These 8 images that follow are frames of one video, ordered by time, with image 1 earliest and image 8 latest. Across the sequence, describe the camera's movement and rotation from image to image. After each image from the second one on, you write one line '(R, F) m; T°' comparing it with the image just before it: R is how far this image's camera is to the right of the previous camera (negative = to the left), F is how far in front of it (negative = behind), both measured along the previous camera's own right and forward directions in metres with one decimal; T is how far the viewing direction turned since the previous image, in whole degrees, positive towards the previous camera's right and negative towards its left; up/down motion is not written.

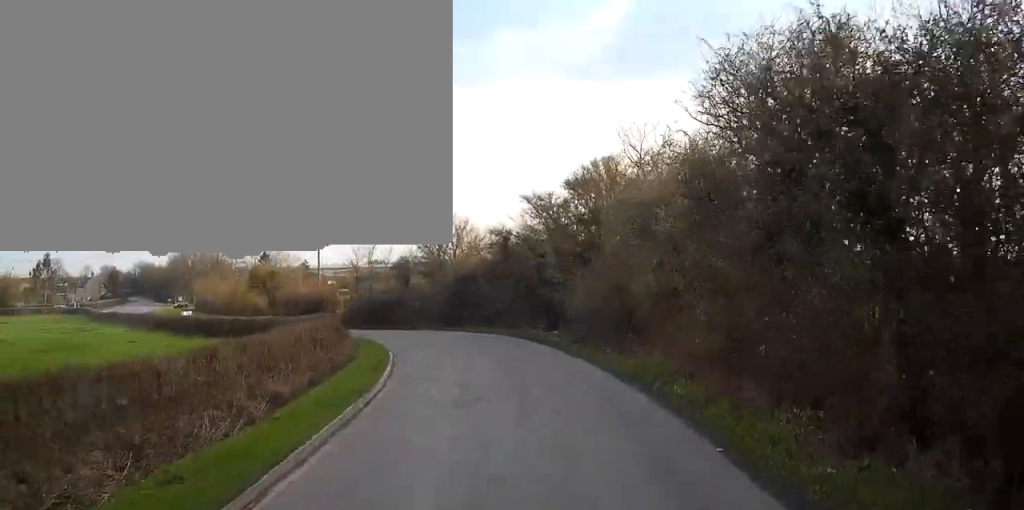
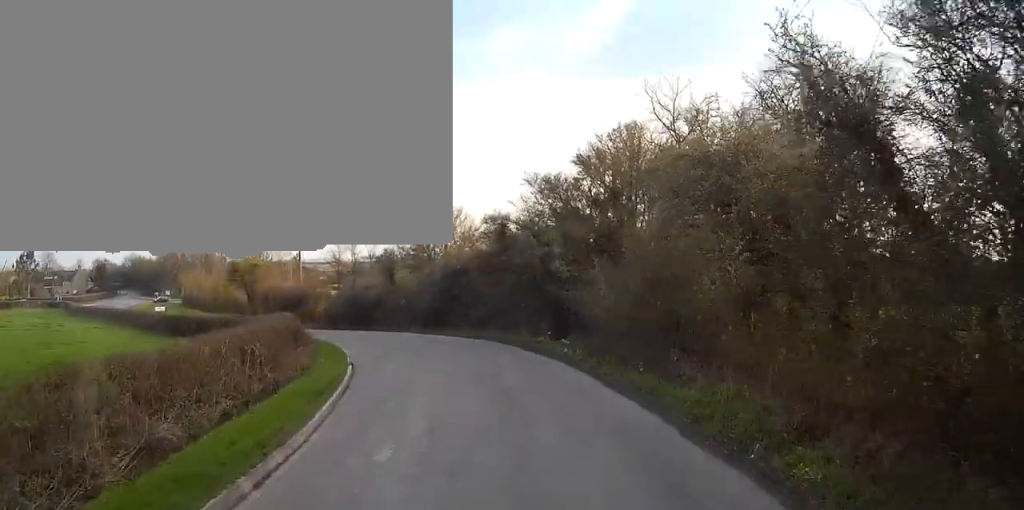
(+0.1, +6.0) m; 0°
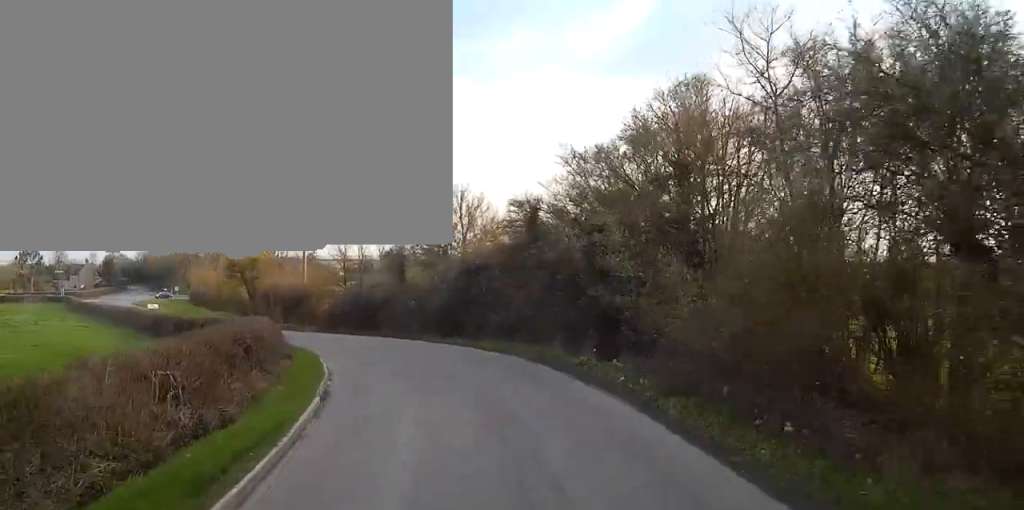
(0.0, +5.8) m; -1°
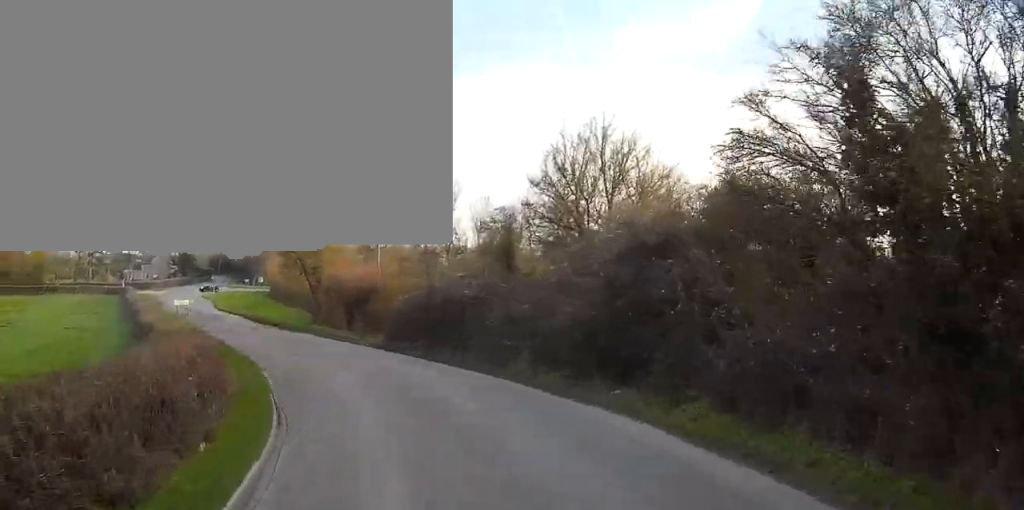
(-0.6, +15.3) m; -9°
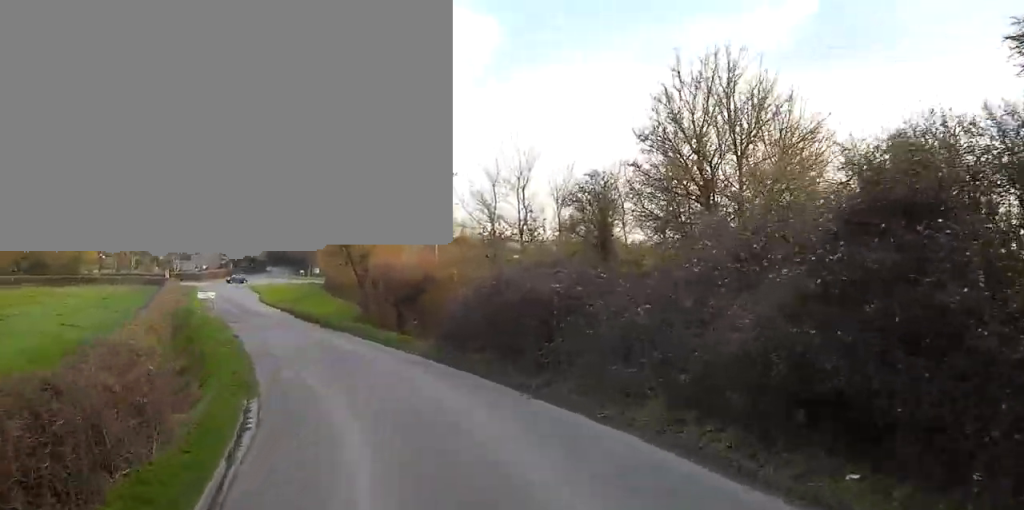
(-0.6, +7.2) m; -4°
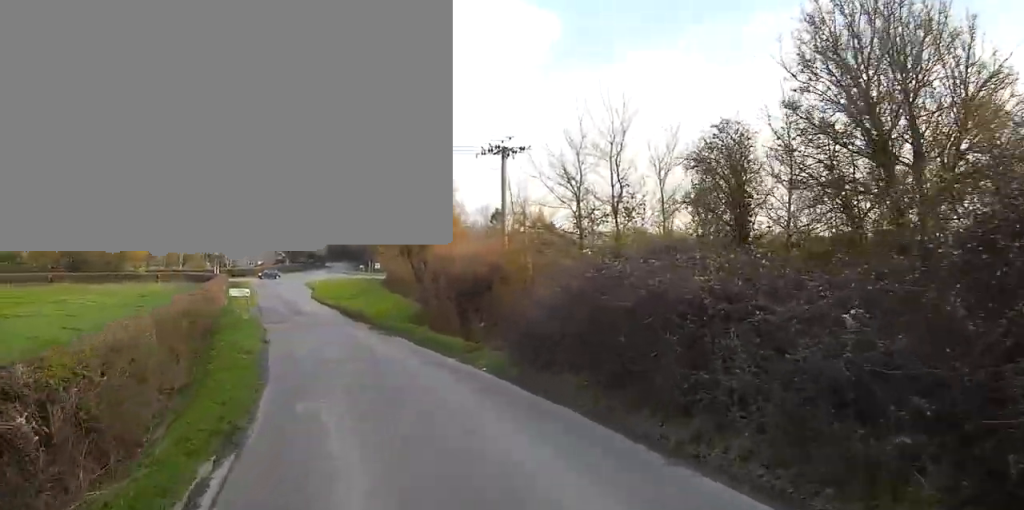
(-0.3, +5.8) m; -3°
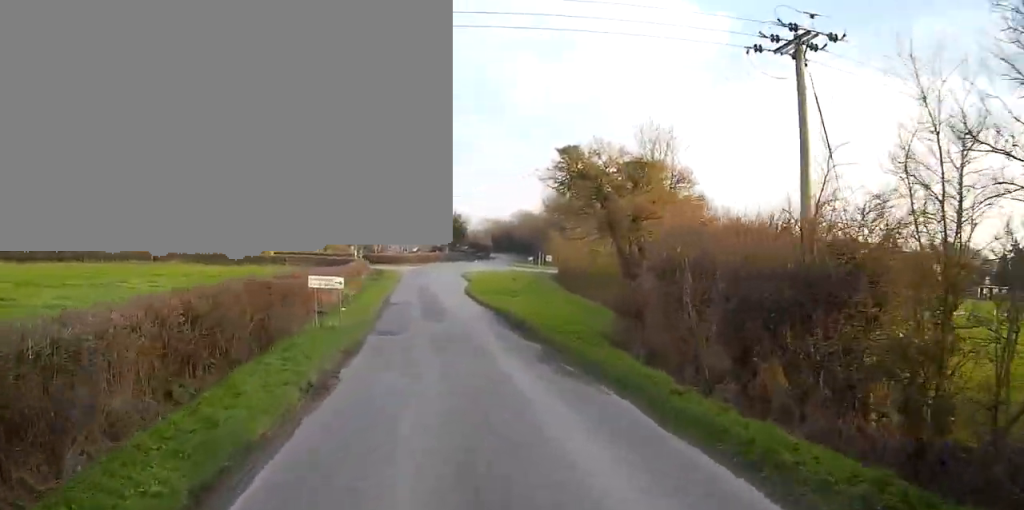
(-1.0, +15.3) m; -11°
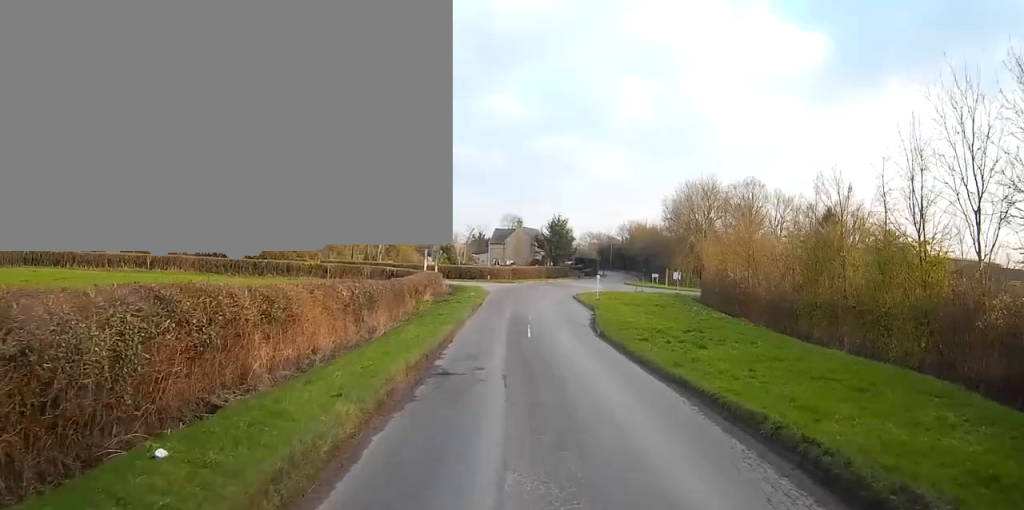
(-3.8, +24.4) m; -12°
